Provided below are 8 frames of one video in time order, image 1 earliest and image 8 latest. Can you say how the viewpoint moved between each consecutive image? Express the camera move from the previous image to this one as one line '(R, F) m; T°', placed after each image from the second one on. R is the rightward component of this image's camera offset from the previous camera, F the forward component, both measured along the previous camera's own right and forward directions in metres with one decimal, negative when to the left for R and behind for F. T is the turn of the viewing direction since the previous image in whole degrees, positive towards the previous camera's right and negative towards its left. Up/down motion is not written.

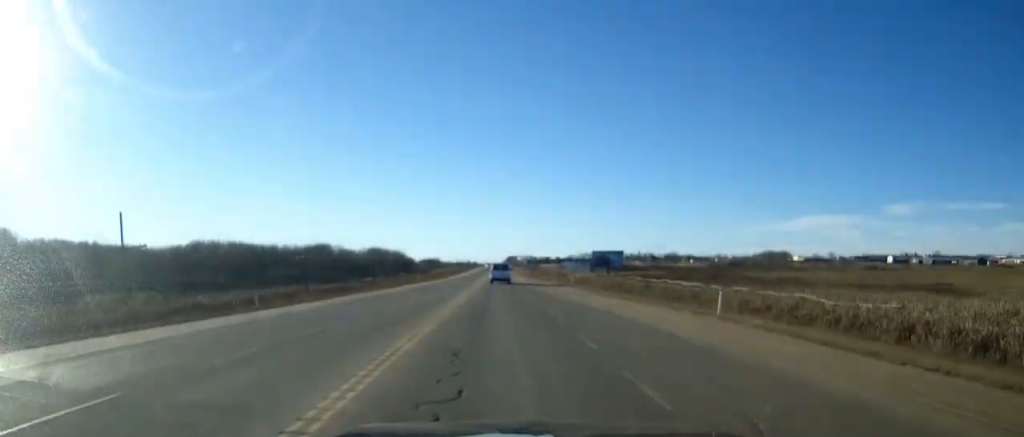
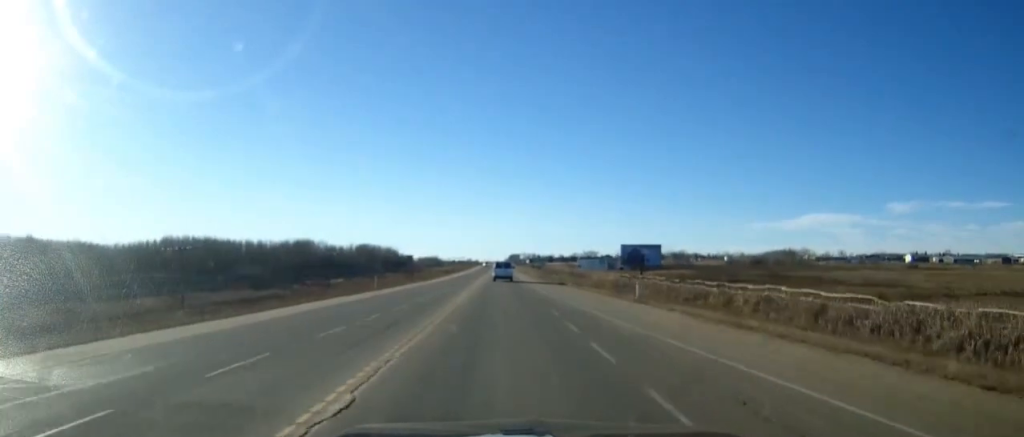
(0.0, +30.4) m; 0°
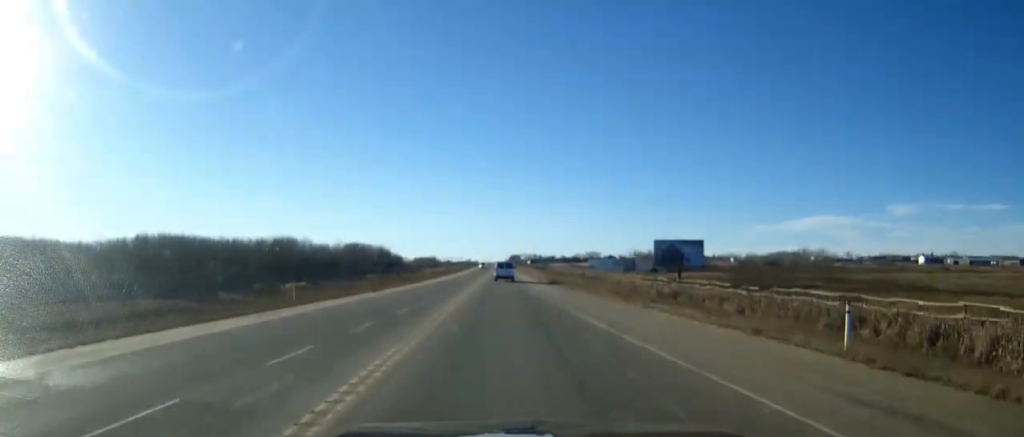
(0.0, +22.5) m; 0°
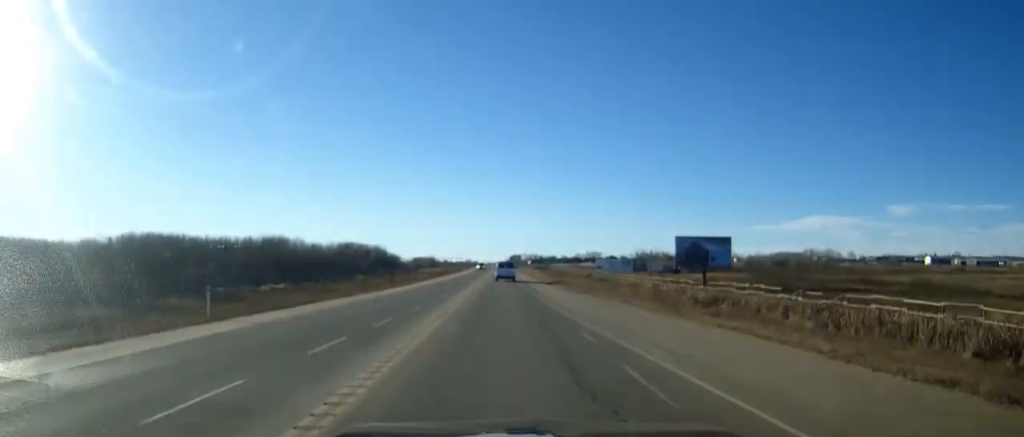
(0.0, +10.2) m; 0°
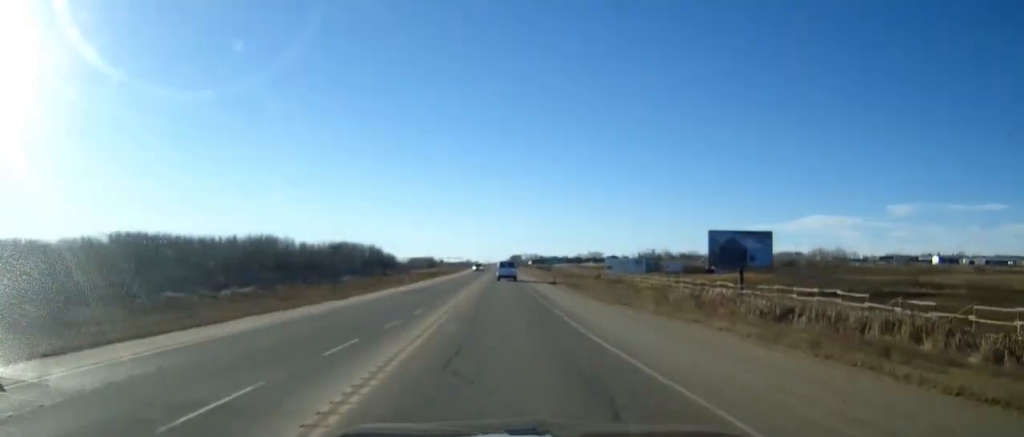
(0.0, +11.7) m; 0°
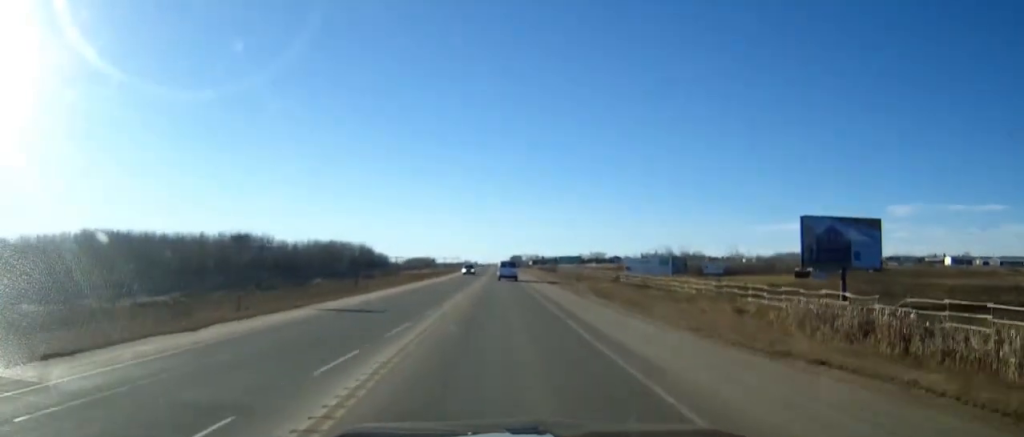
(0.0, +19.8) m; 0°
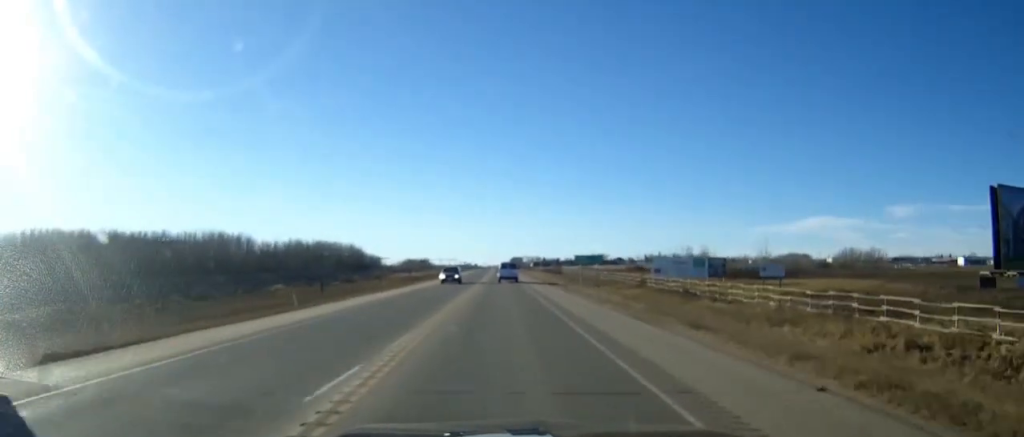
(0.0, +19.1) m; 0°
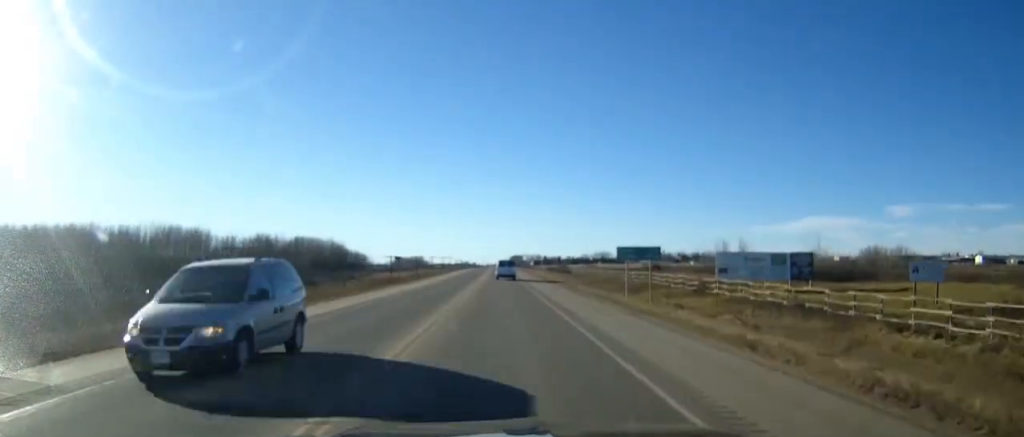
(0.0, +26.6) m; 0°
